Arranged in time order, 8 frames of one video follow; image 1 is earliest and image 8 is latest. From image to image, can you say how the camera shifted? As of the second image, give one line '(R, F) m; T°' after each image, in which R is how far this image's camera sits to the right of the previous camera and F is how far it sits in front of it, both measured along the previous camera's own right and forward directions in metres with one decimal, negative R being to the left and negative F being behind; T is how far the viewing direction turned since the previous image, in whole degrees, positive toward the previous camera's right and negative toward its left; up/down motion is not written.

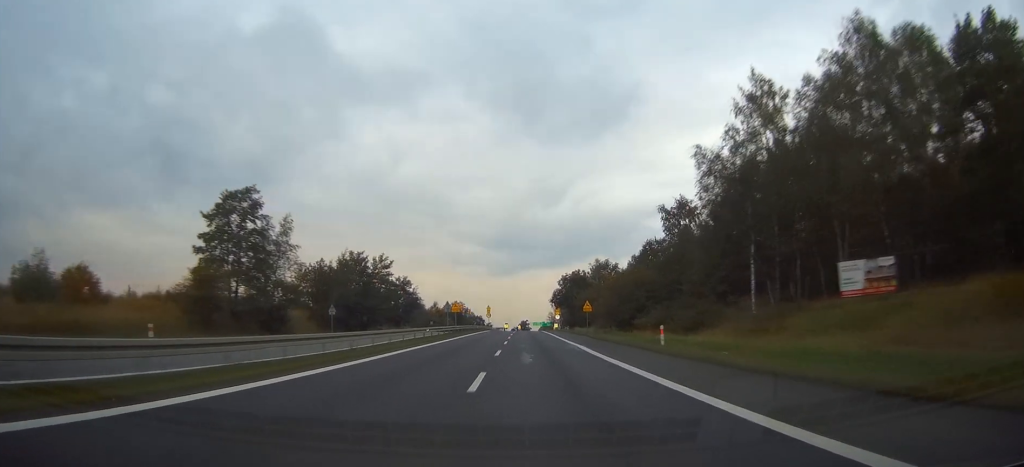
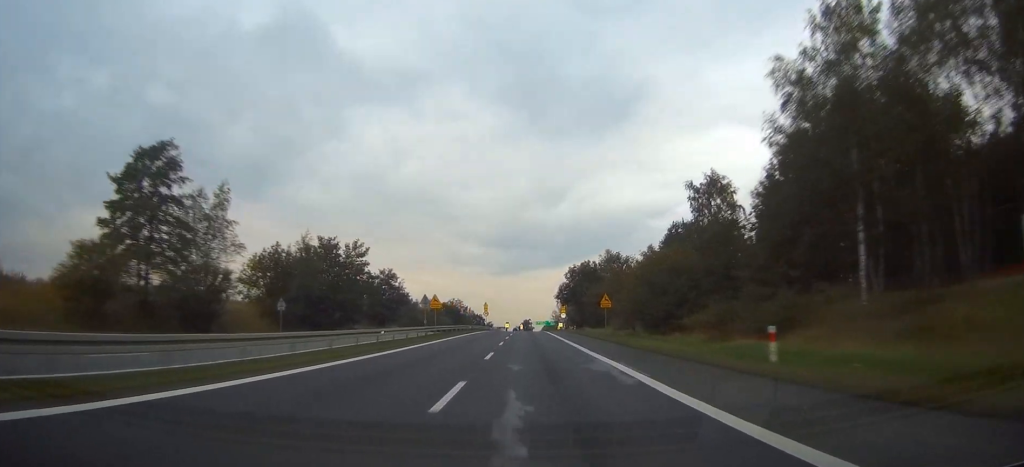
(0.0, +14.5) m; 0°
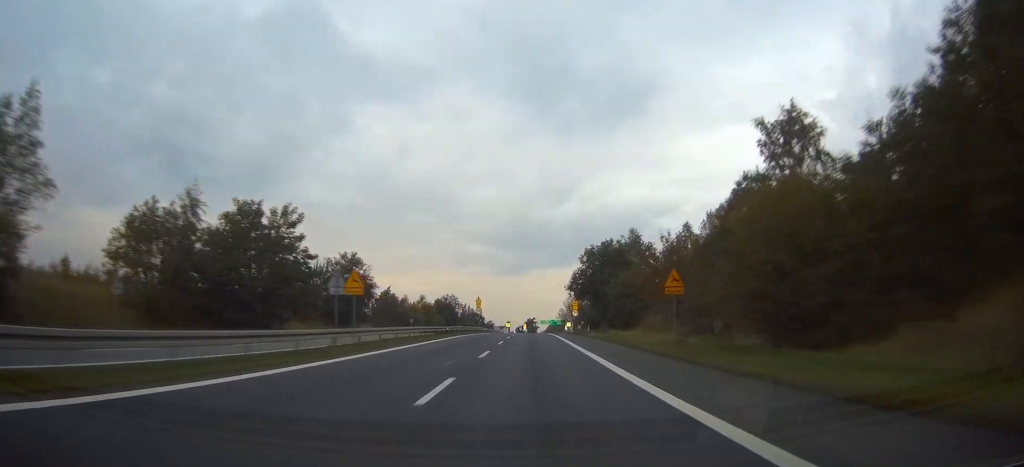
(-0.1, +23.4) m; 0°
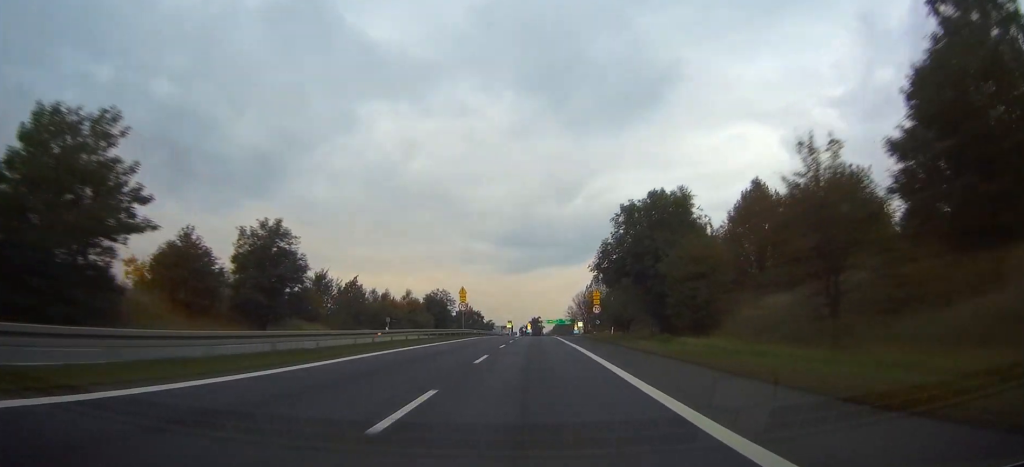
(-0.1, +26.4) m; 0°
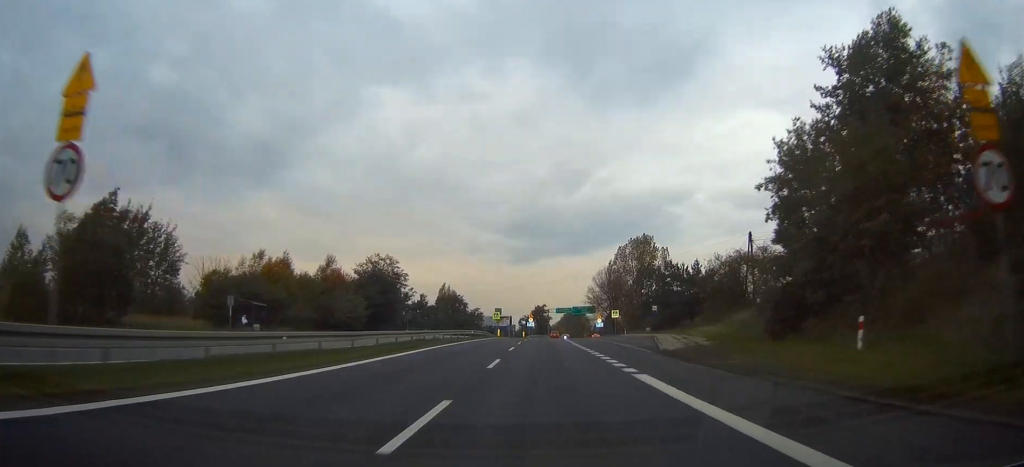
(-0.4, +61.0) m; 0°
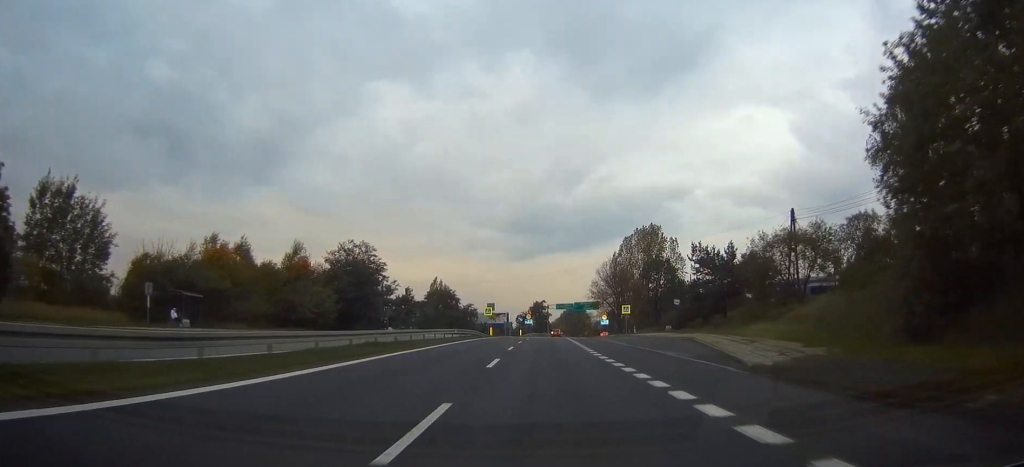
(0.0, +12.4) m; 0°
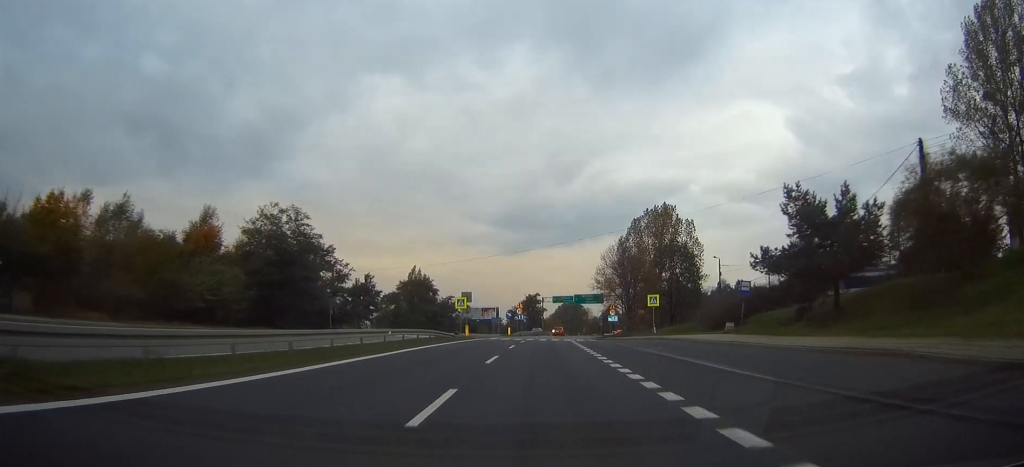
(+0.1, +22.0) m; 0°
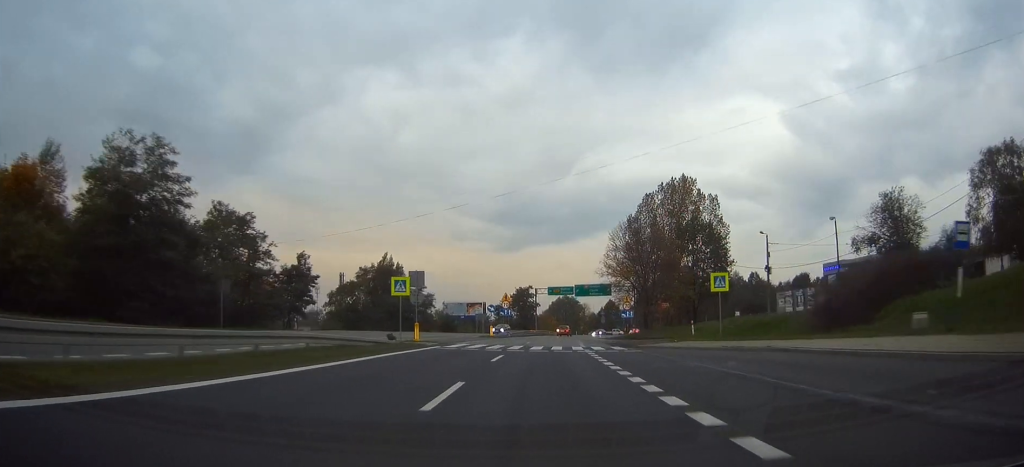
(0.0, +22.5) m; +1°
